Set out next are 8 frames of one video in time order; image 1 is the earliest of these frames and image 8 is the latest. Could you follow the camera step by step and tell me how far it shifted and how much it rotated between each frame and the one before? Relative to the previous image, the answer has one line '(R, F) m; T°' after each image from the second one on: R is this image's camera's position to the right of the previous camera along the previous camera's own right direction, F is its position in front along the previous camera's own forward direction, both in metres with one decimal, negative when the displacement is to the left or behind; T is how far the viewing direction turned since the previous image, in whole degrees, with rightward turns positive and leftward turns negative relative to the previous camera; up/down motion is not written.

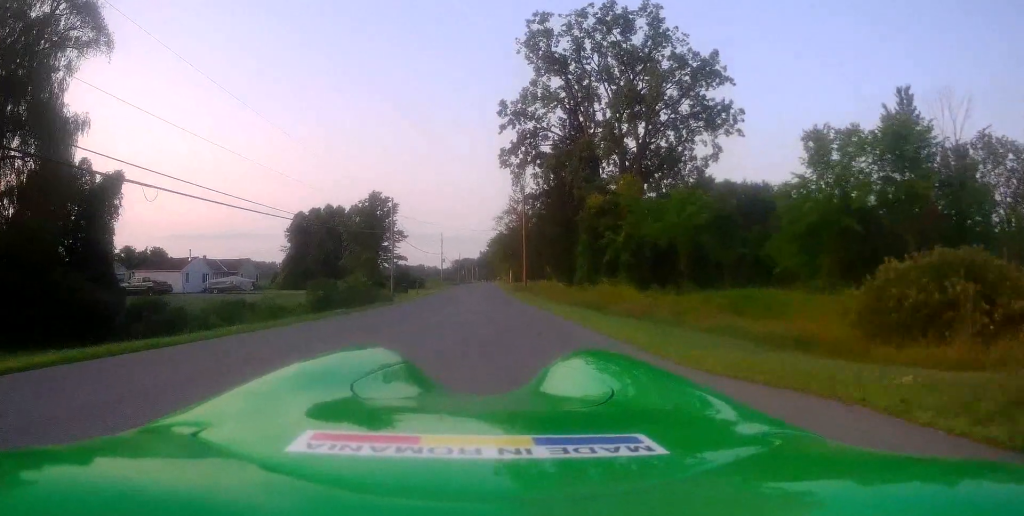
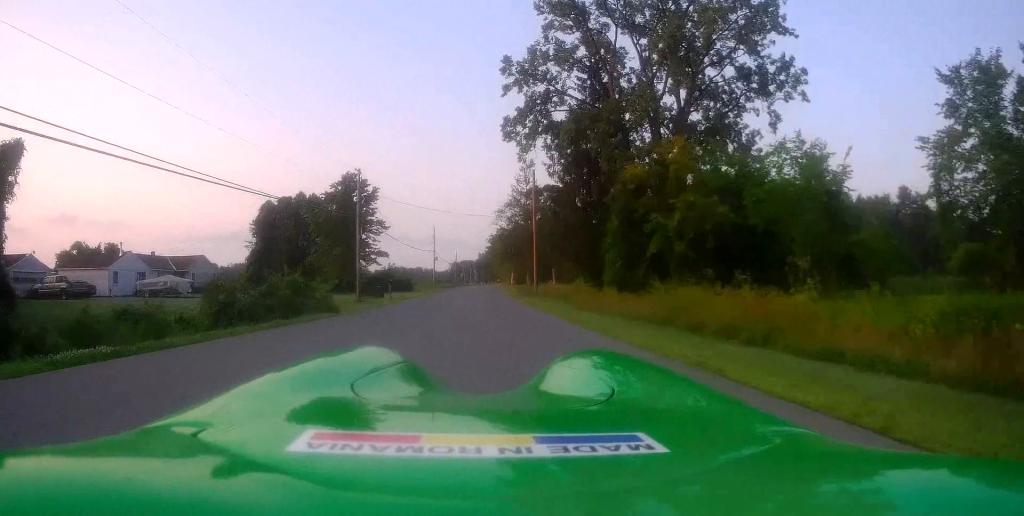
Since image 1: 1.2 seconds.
(0.0, +13.7) m; 0°
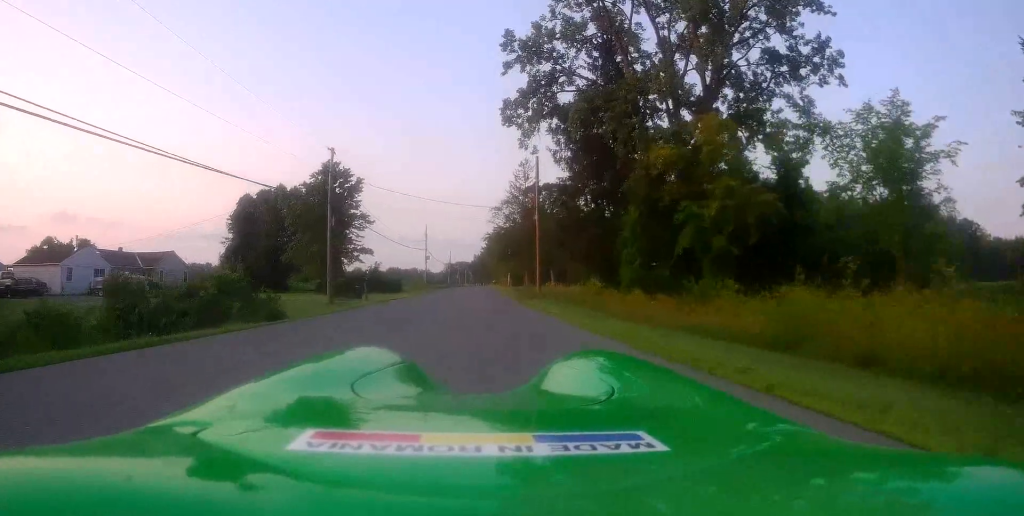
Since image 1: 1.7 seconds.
(-0.1, +6.4) m; 0°
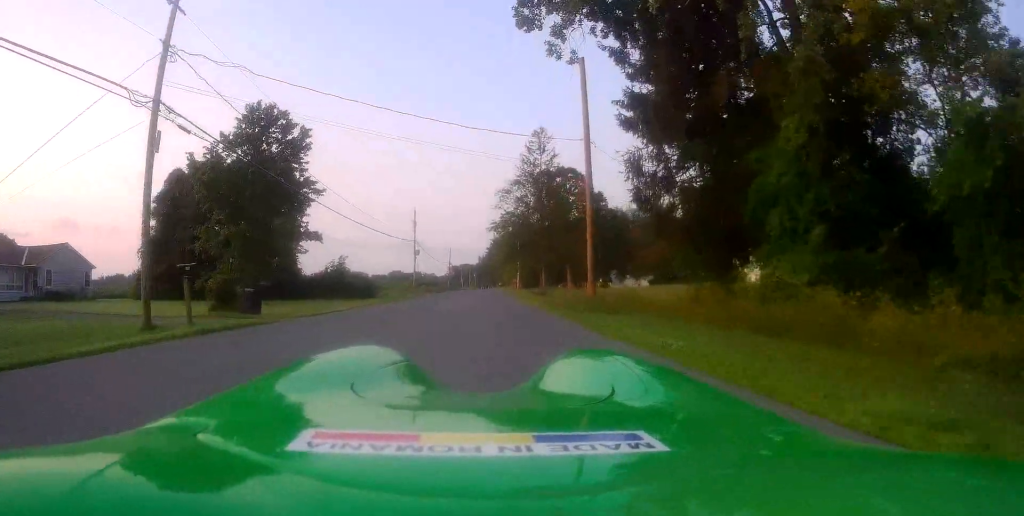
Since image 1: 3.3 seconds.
(+0.1, +19.1) m; 0°
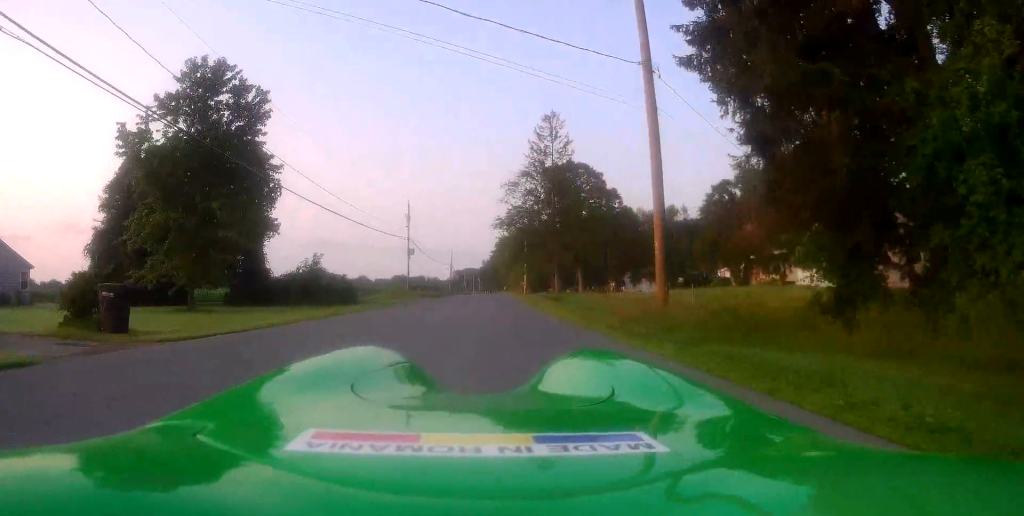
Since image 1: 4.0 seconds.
(0.0, +9.0) m; 0°
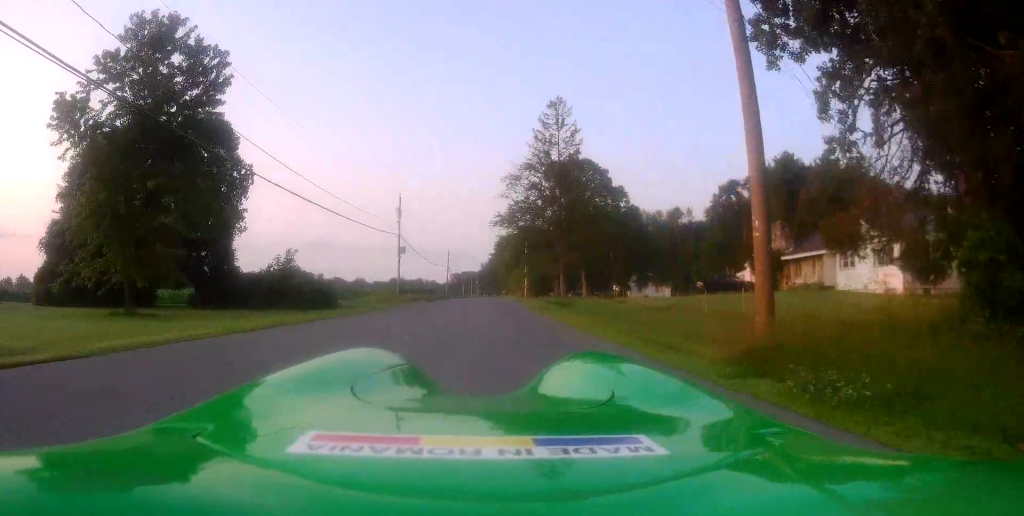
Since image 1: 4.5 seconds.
(0.0, +5.5) m; +1°
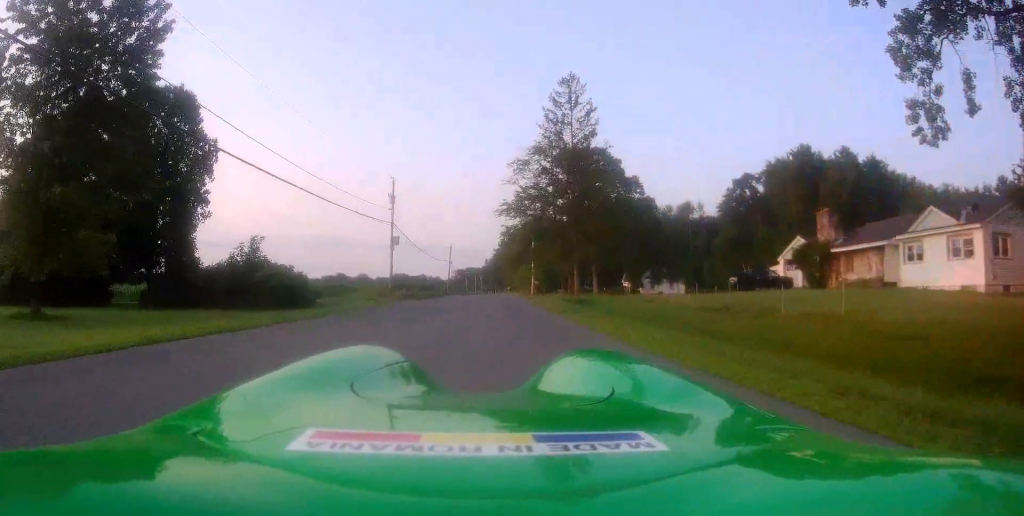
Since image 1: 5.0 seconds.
(+0.1, +6.4) m; -2°
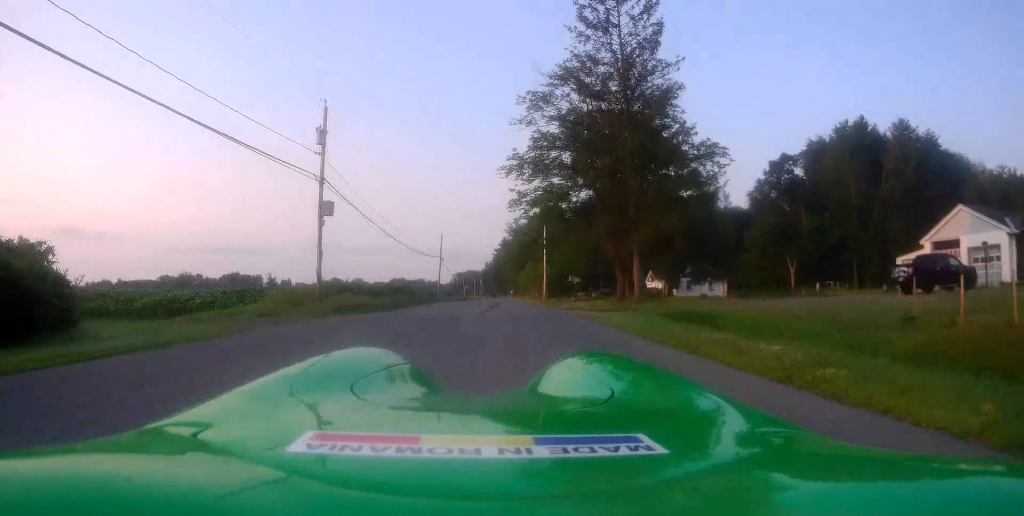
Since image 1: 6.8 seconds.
(-1.5, +20.8) m; -5°
